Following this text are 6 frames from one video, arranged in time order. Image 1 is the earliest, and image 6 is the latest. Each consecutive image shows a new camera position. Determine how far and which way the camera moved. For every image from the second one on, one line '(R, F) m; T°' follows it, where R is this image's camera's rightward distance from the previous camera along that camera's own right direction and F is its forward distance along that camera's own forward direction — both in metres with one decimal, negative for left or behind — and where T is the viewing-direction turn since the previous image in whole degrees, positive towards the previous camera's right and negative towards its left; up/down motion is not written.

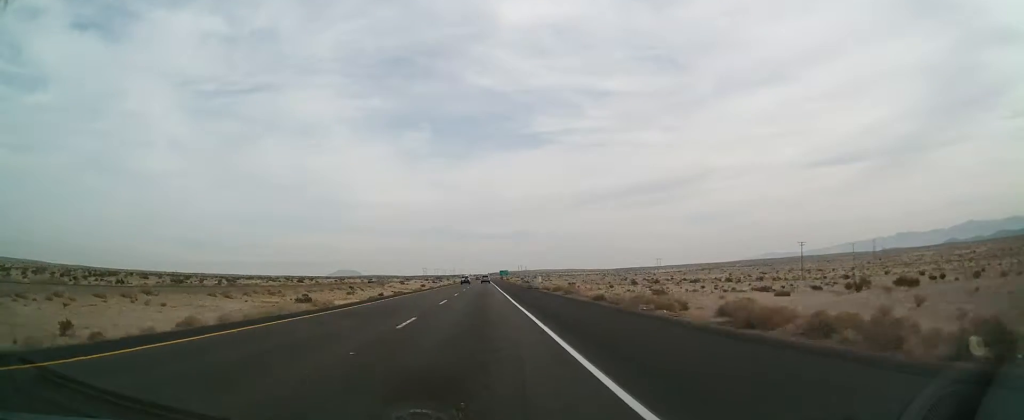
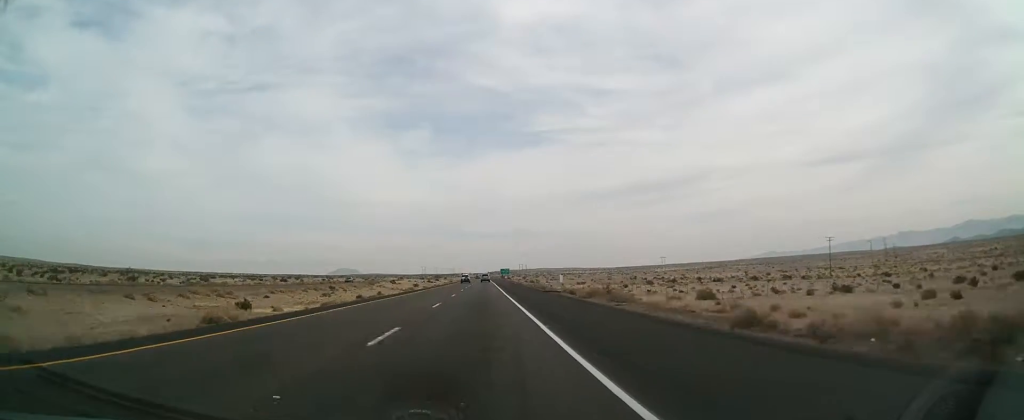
(+0.2, +18.3) m; 0°
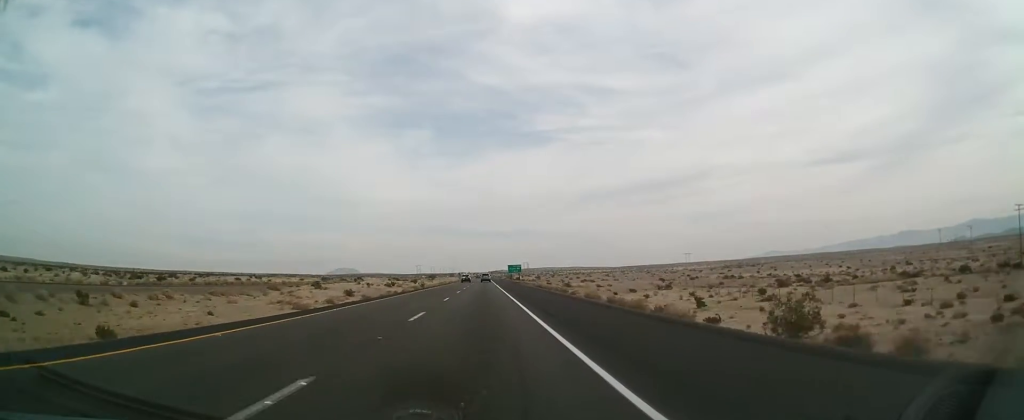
(-0.7, +80.8) m; 0°
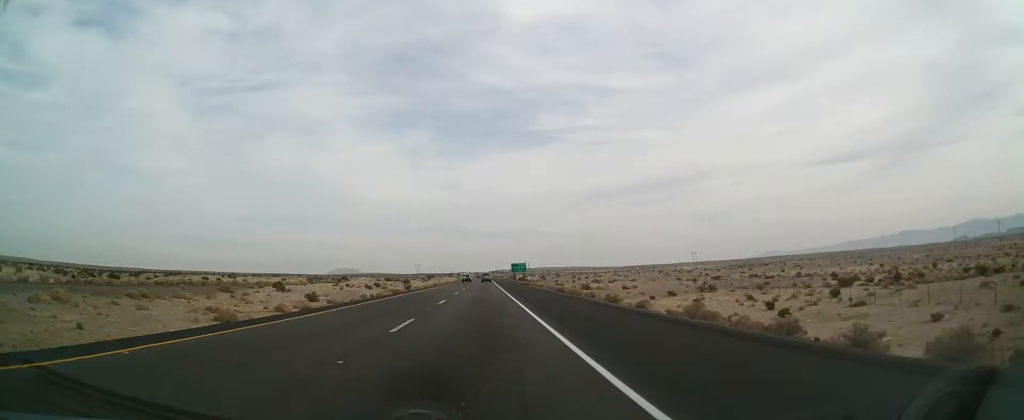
(+0.1, +18.3) m; 0°
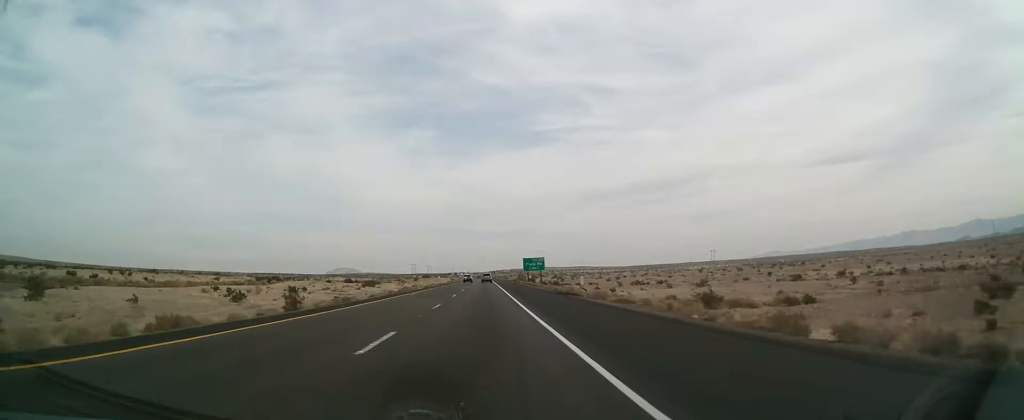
(-0.4, +47.7) m; -1°
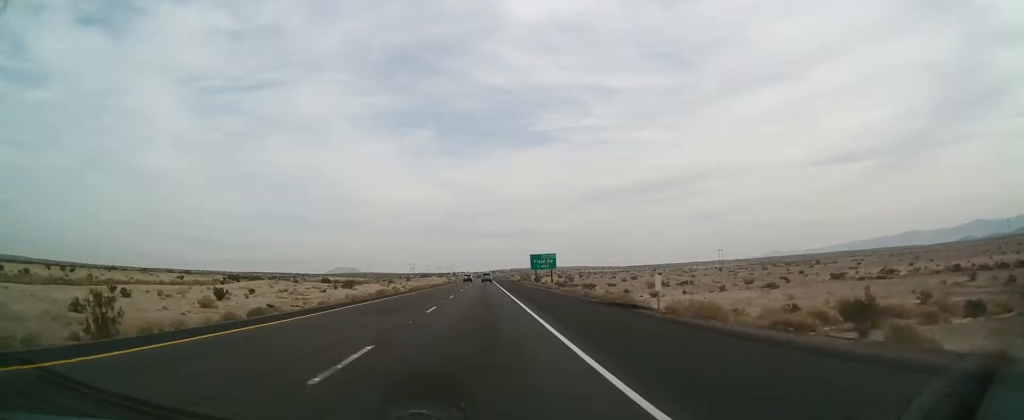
(0.0, +17.4) m; 0°
